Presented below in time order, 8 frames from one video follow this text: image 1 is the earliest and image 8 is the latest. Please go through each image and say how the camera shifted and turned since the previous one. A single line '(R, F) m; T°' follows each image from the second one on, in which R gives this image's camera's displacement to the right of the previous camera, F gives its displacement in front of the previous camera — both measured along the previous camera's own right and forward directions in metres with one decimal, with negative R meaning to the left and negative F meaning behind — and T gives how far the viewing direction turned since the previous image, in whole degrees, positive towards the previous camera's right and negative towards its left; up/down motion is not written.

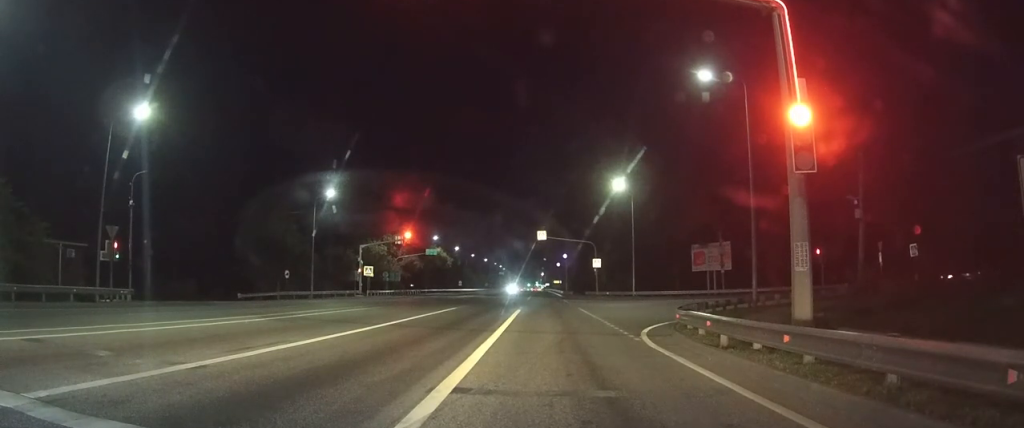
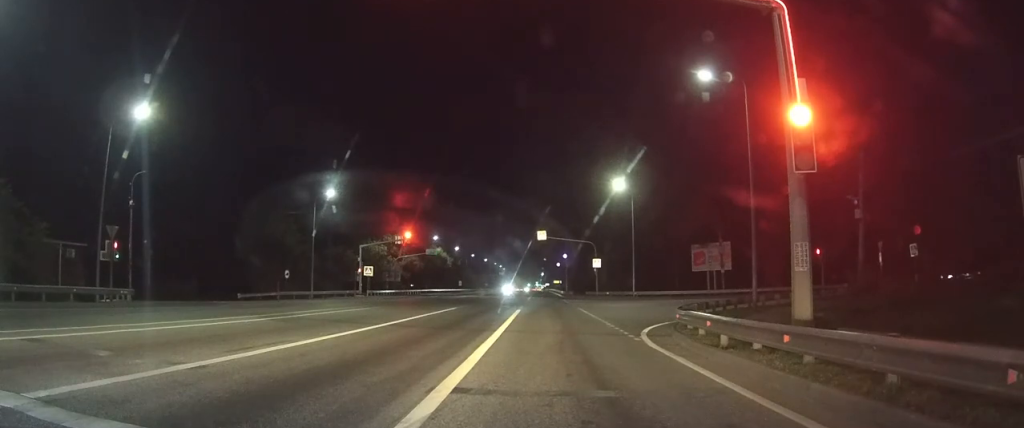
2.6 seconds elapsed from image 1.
(0.0, 0.0) m; 0°
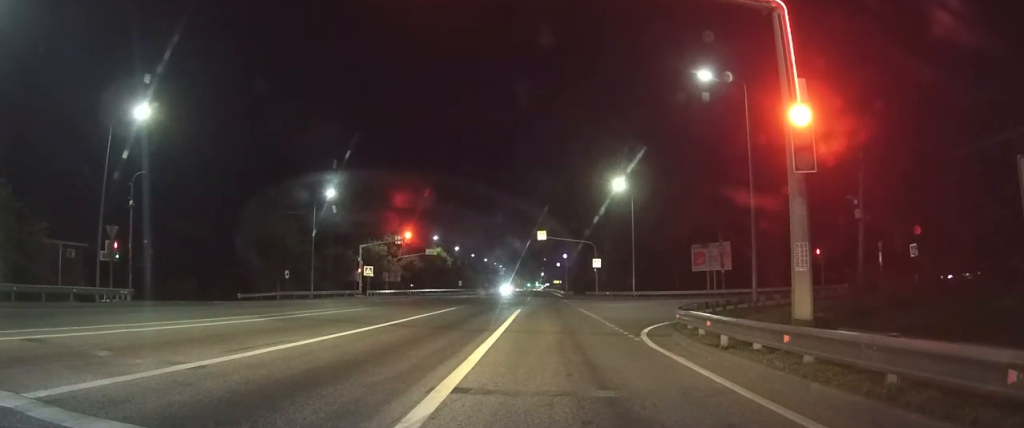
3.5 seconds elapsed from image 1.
(0.0, 0.0) m; 0°
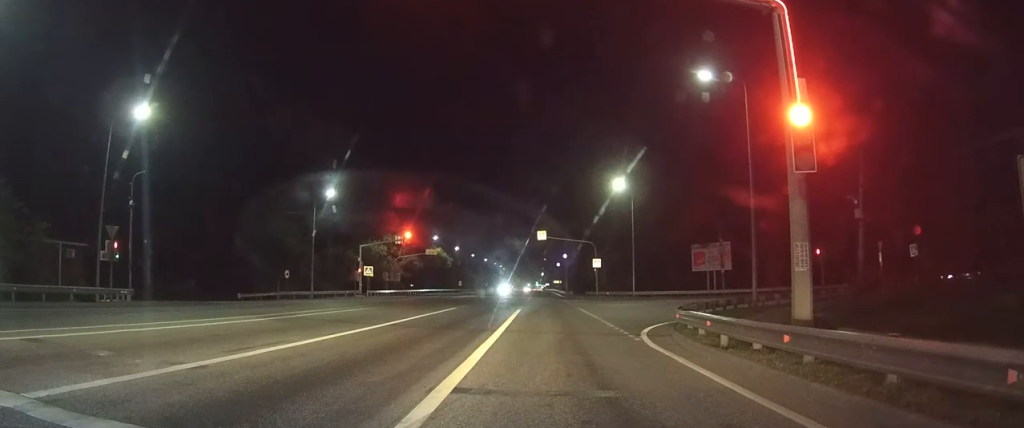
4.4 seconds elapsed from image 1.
(0.0, 0.0) m; 0°
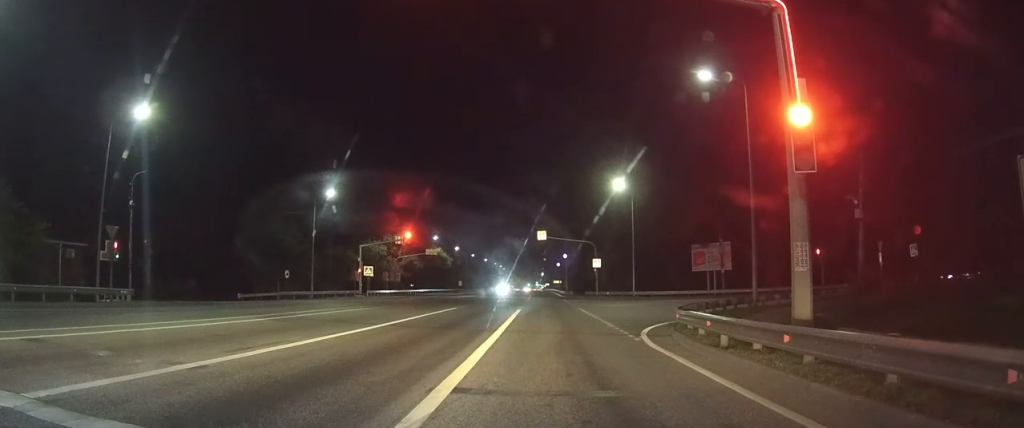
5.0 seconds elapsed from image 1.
(0.0, 0.0) m; 0°
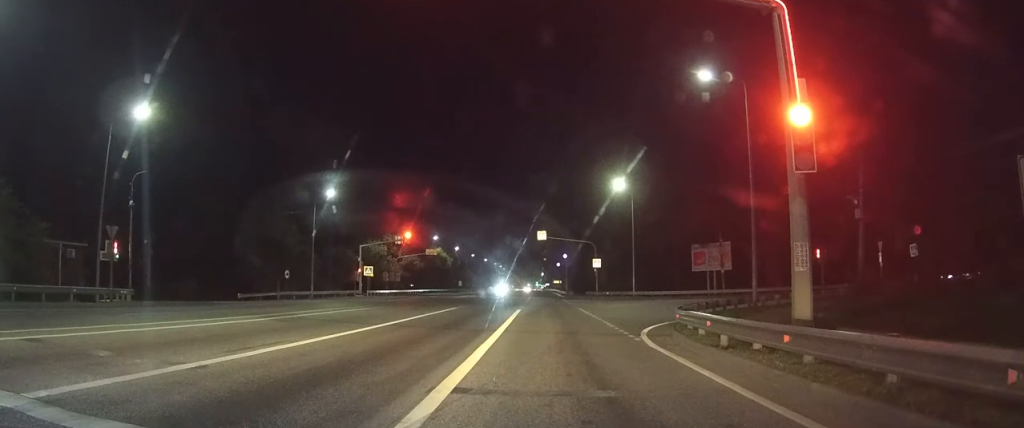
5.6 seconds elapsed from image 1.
(0.0, 0.0) m; 0°
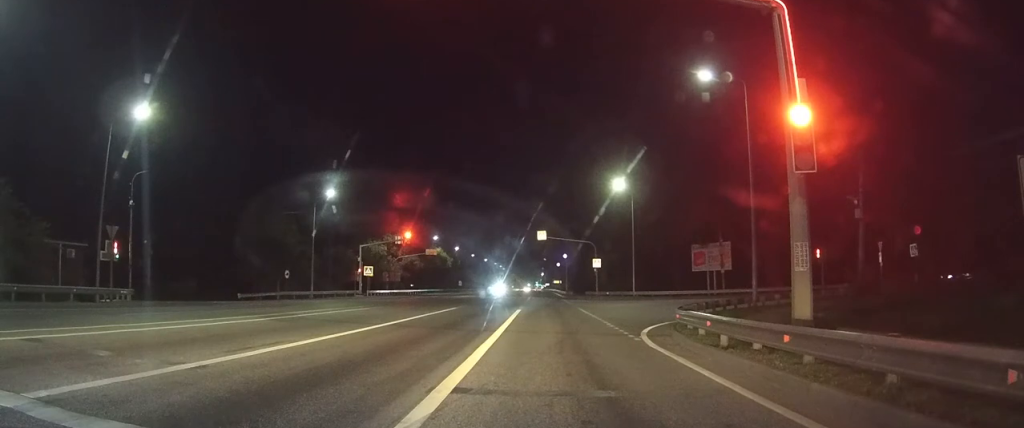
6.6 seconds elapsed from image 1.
(0.0, 0.0) m; 0°
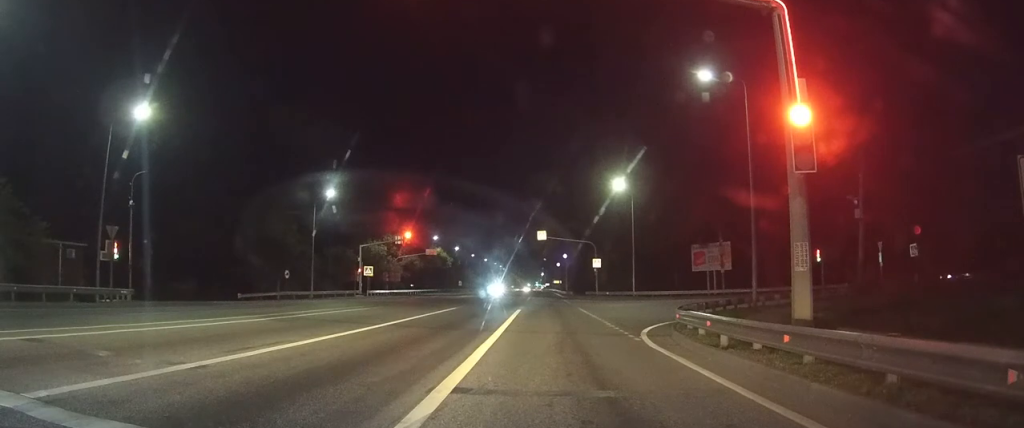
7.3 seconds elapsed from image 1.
(0.0, 0.0) m; 0°
